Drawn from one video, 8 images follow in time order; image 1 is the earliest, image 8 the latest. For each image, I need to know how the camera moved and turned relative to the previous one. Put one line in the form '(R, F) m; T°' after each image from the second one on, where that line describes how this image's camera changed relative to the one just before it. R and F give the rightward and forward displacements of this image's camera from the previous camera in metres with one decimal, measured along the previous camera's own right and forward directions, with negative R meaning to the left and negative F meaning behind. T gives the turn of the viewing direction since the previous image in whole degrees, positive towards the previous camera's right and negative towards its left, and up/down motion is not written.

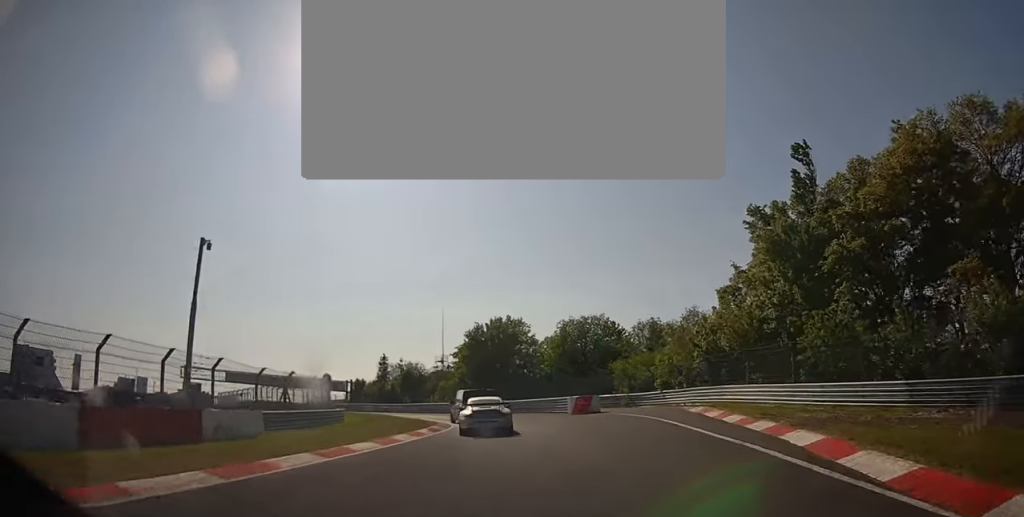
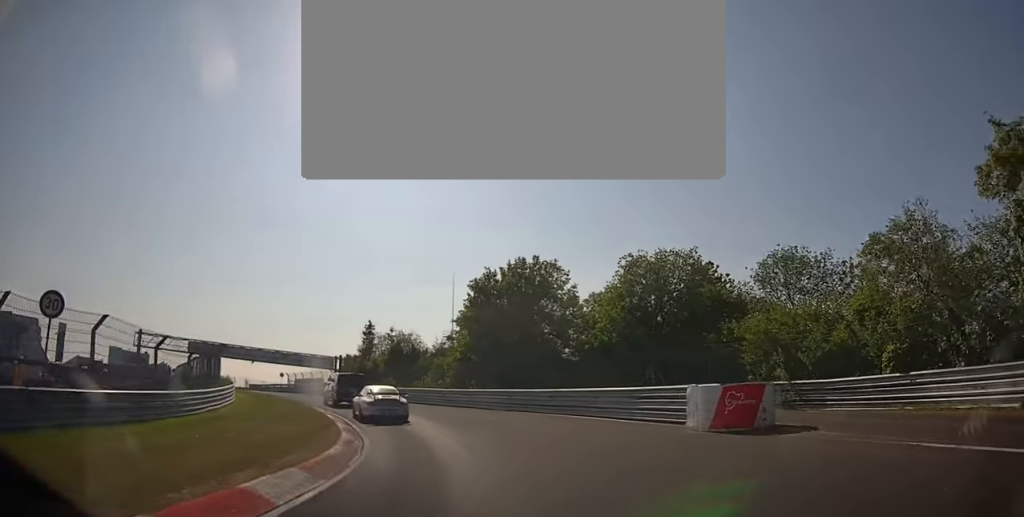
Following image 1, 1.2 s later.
(+1.2, +22.5) m; -3°
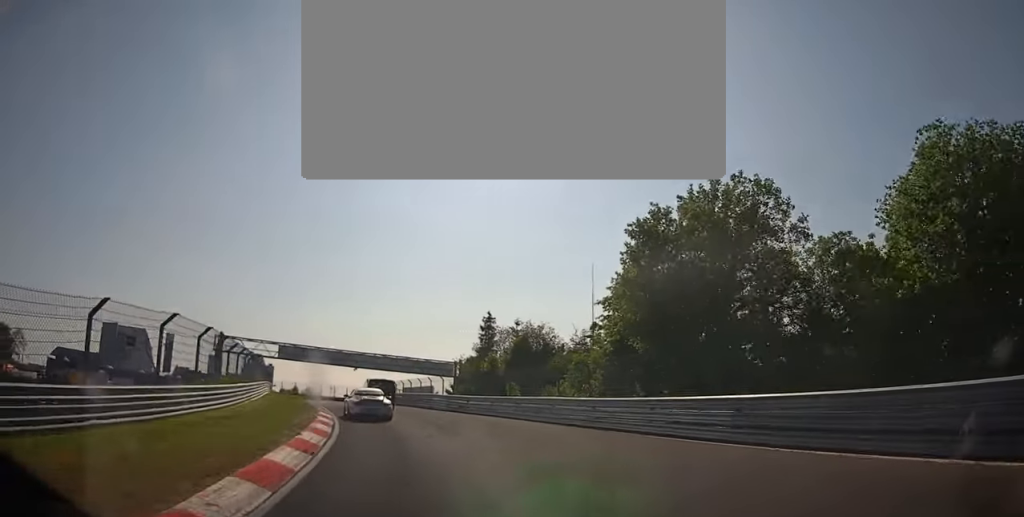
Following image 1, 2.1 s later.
(-1.7, +16.2) m; -14°
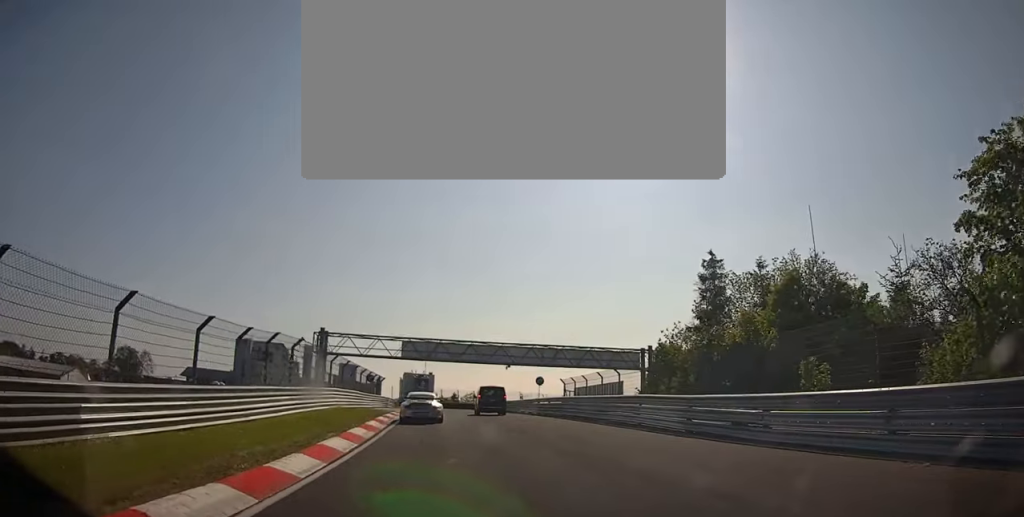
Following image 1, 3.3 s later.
(-3.9, +22.2) m; -19°
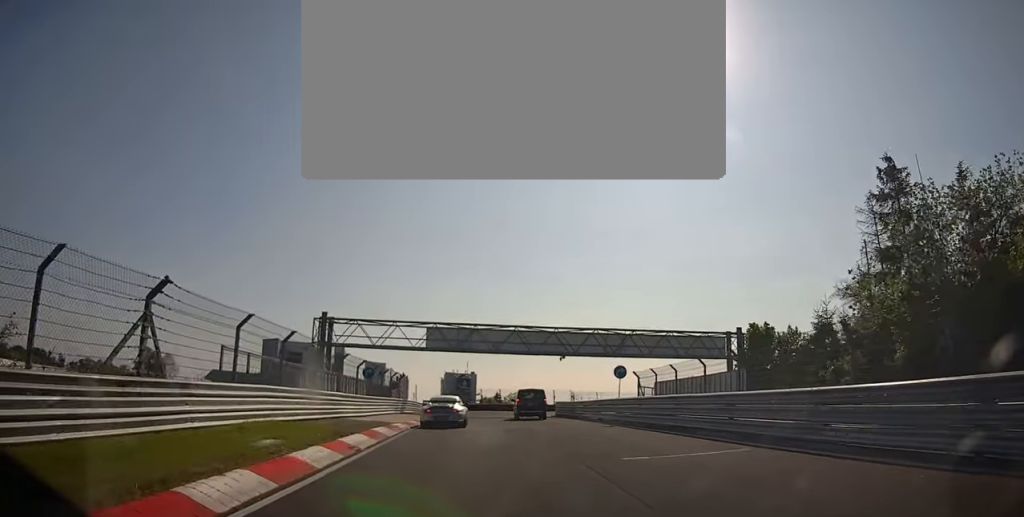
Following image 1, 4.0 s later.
(-1.2, +13.5) m; -5°
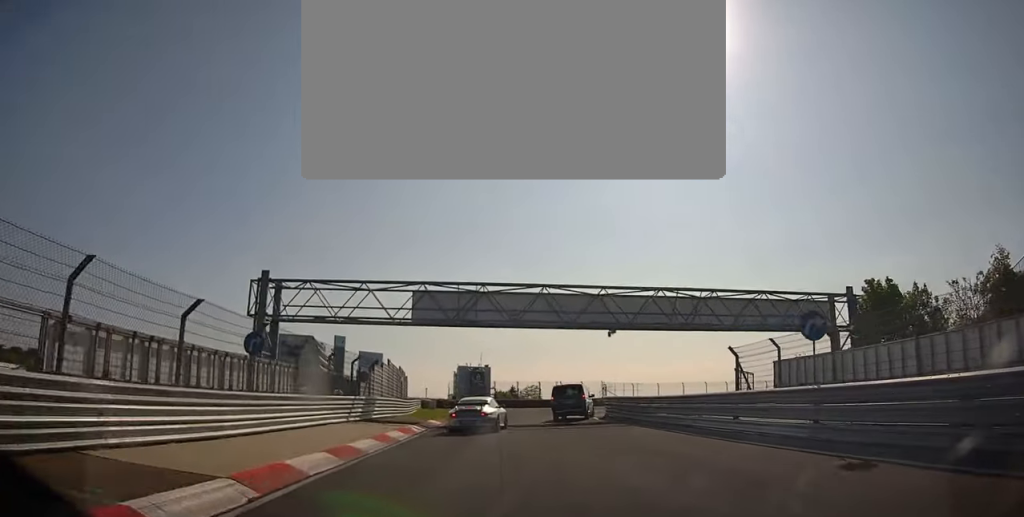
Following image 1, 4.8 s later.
(-0.6, +15.1) m; -1°
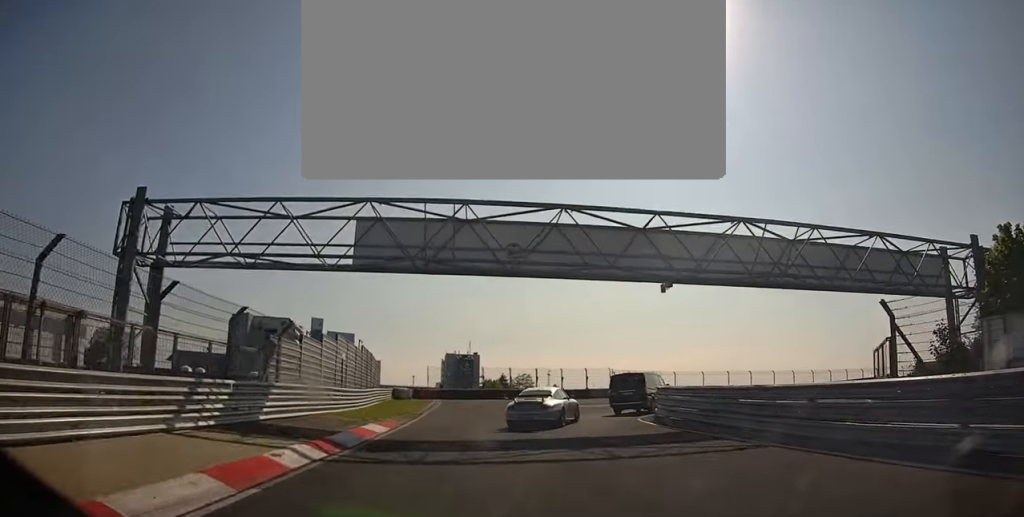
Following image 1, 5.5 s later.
(-0.2, +12.5) m; +3°
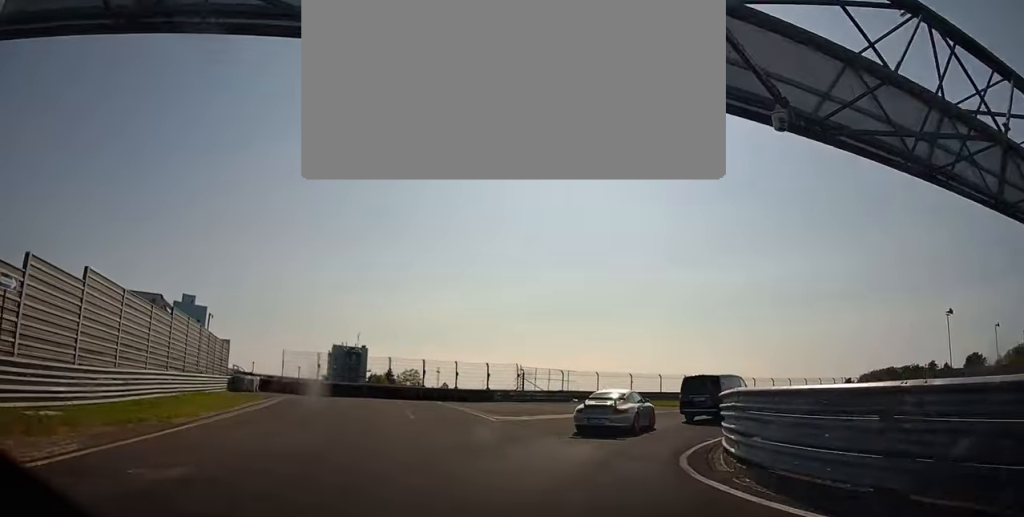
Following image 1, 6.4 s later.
(+0.4, +15.0) m; +12°
